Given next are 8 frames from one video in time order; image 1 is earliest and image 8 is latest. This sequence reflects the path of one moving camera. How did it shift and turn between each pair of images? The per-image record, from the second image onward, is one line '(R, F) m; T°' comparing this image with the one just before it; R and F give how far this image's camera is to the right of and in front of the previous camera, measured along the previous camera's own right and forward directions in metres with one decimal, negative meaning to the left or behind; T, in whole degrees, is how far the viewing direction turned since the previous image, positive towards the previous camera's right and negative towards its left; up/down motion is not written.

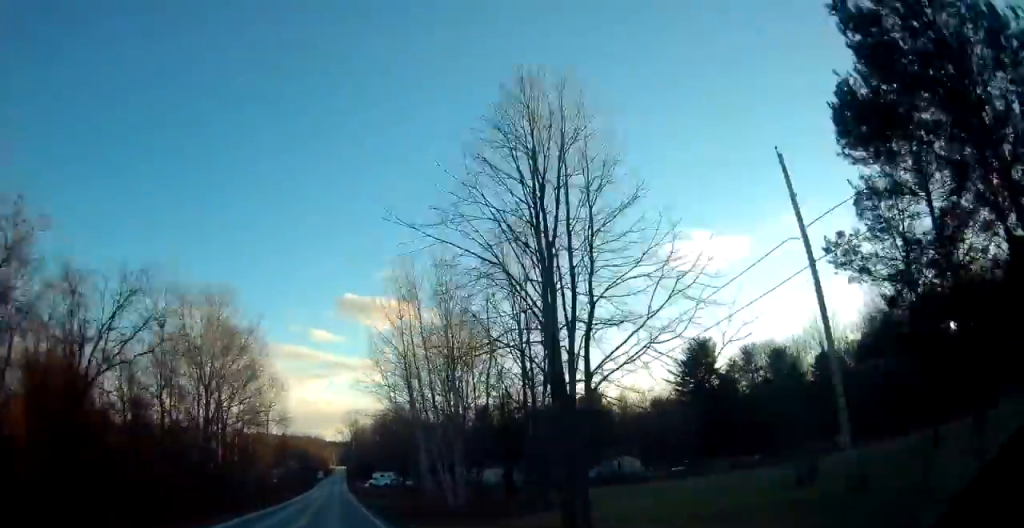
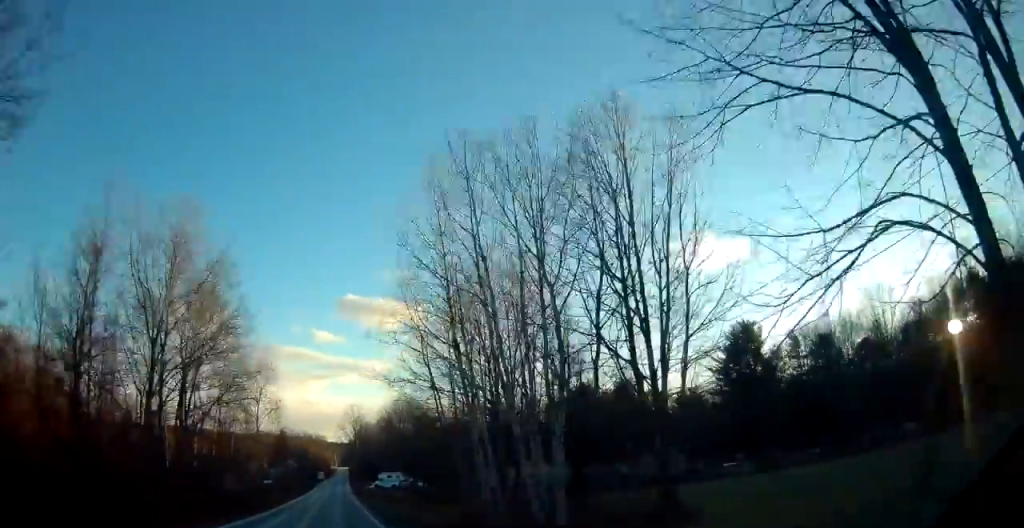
(0.0, +13.6) m; 0°
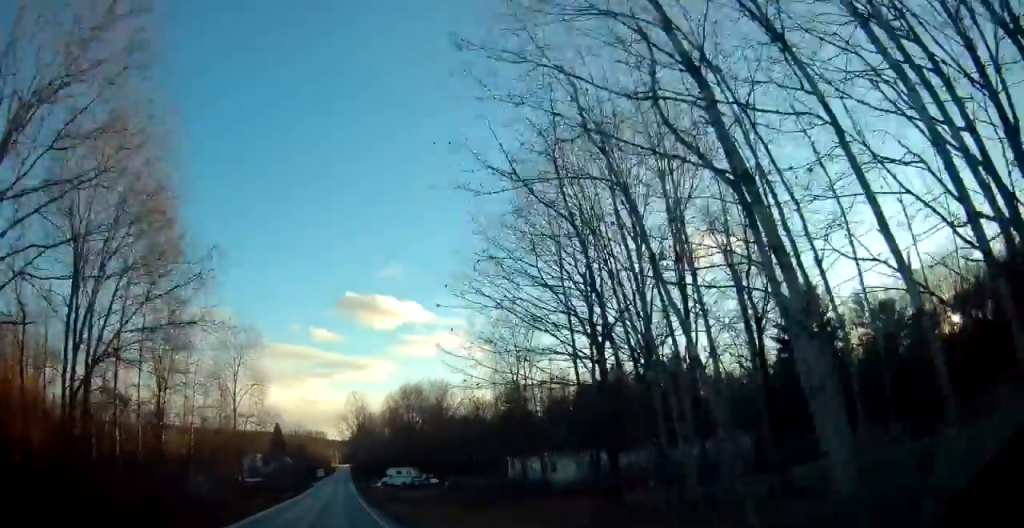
(0.0, +17.1) m; 0°
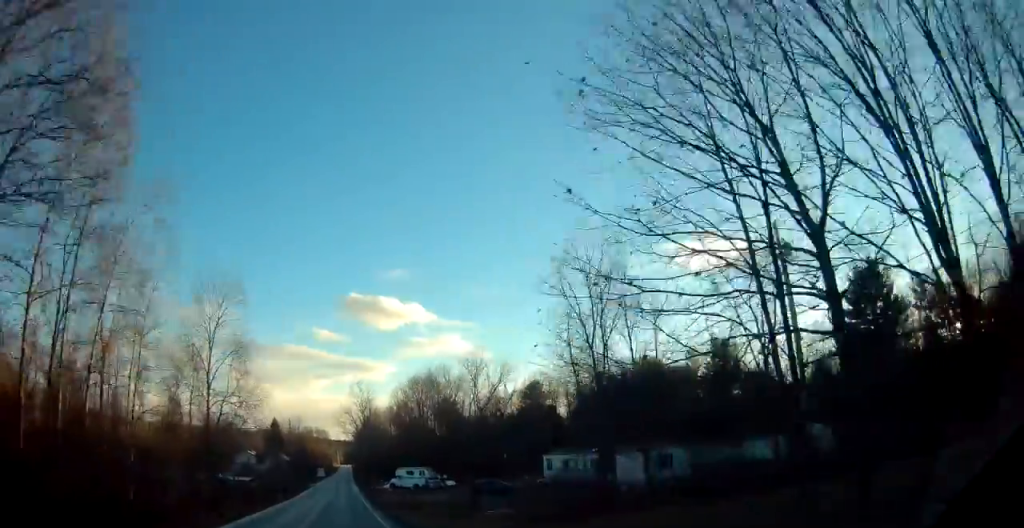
(0.0, +13.4) m; 0°
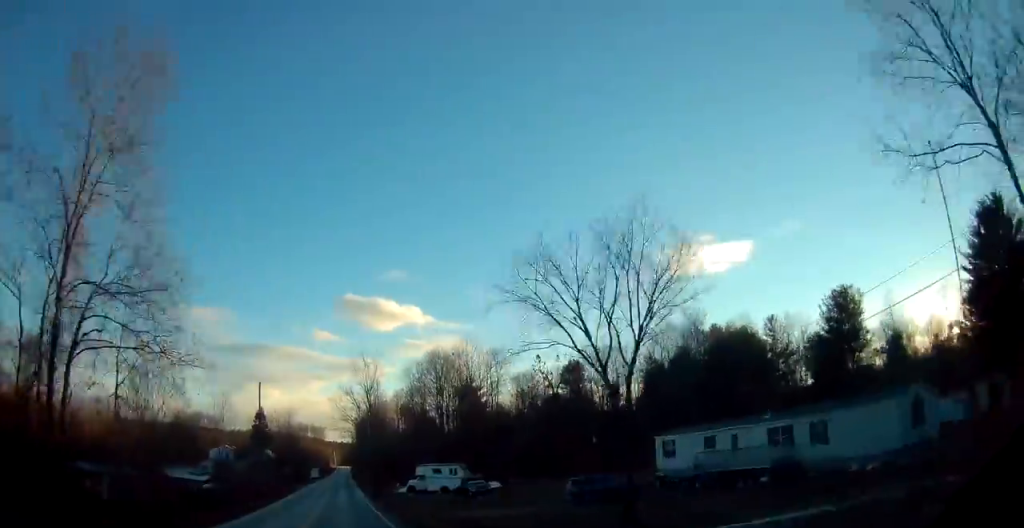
(+0.1, +25.3) m; 0°
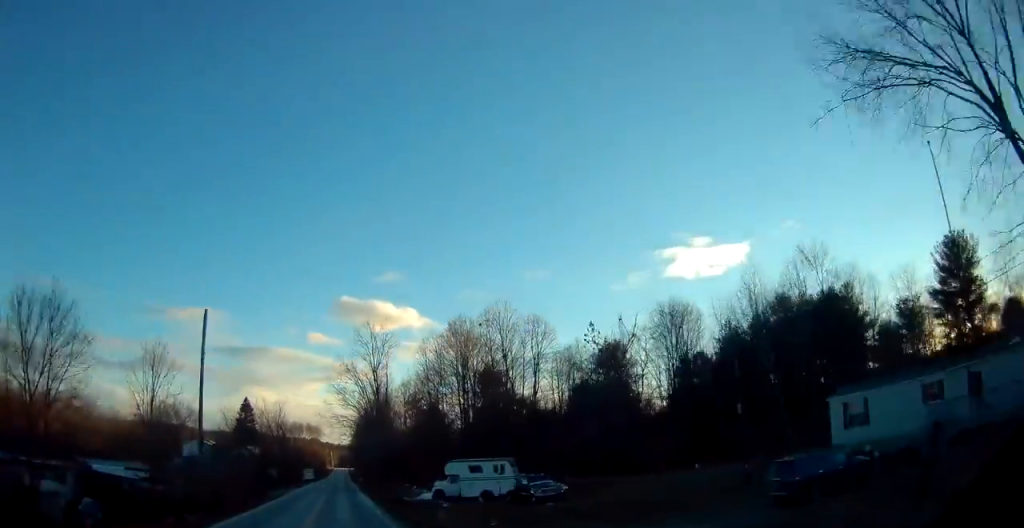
(-0.2, +18.8) m; 0°
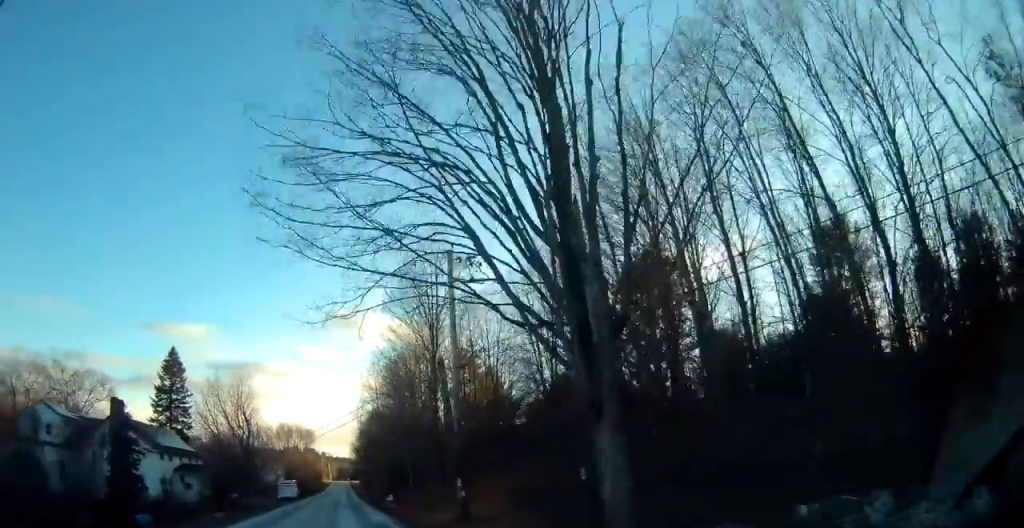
(+0.6, +54.4) m; +1°
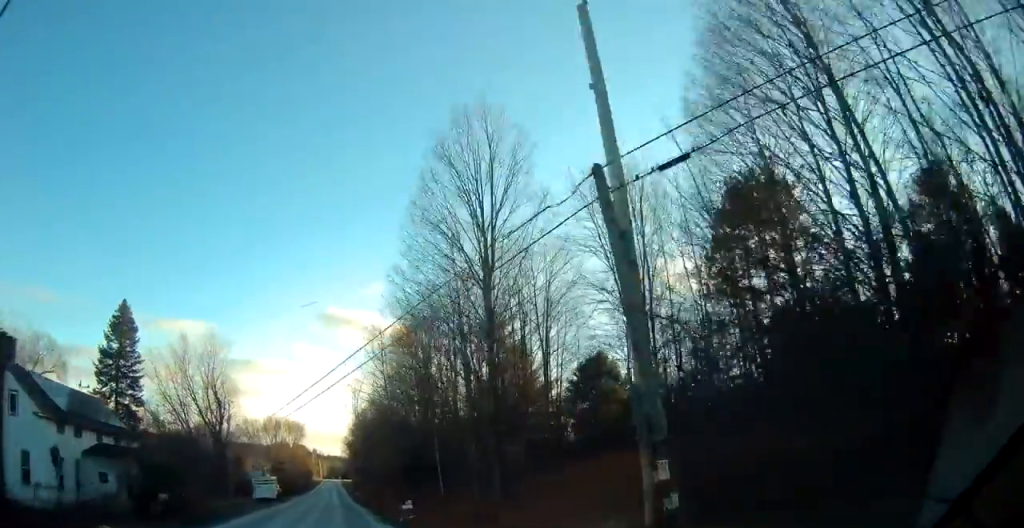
(-0.1, +15.4) m; 0°
